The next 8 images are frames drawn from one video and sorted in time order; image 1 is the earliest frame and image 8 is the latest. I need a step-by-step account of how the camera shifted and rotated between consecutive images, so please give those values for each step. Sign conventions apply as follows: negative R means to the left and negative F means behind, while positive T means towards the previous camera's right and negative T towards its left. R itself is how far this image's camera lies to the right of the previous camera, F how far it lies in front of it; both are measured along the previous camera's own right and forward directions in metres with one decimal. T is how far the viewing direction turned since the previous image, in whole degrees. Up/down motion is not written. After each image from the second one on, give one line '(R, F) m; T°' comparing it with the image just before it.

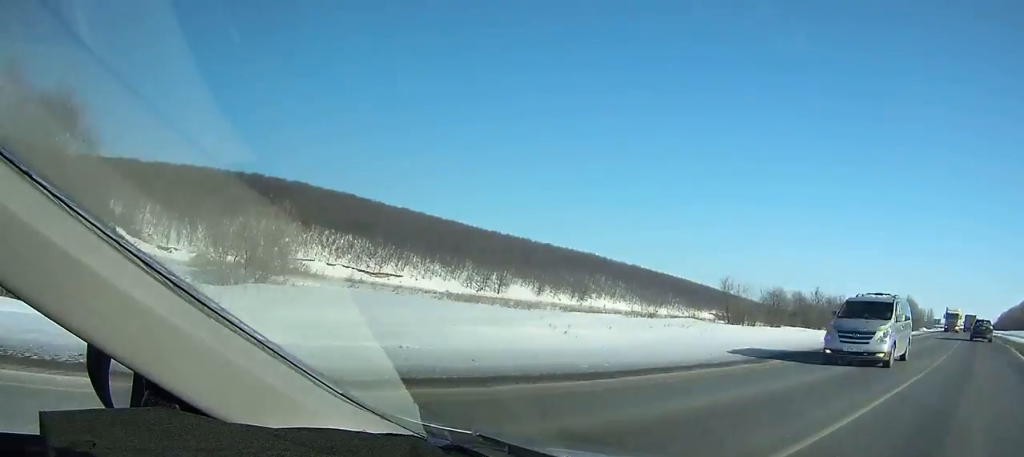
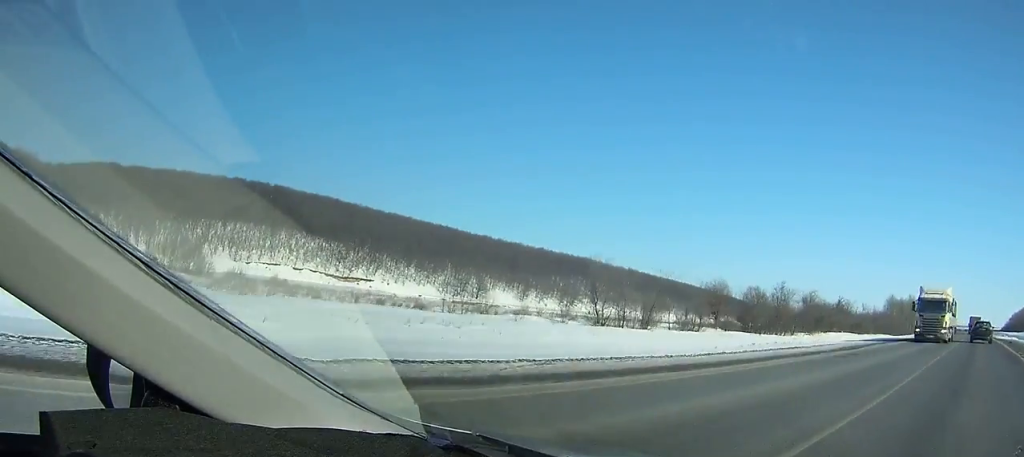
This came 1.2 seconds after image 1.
(-1.7, +29.2) m; -2°
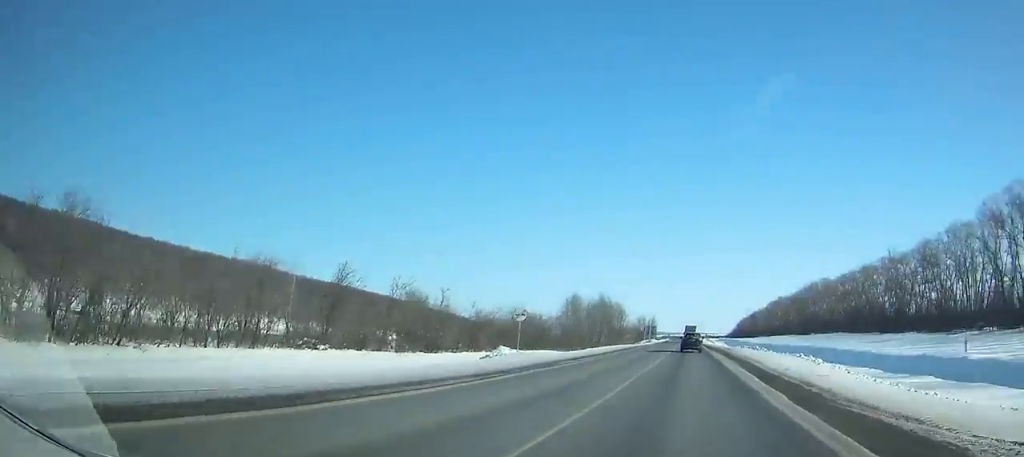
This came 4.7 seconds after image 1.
(-3.5, +85.5) m; -3°
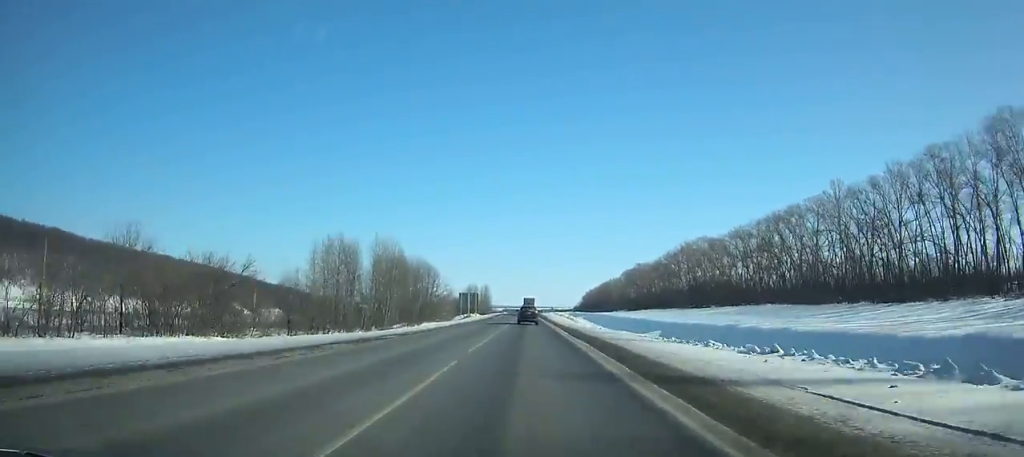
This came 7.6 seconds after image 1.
(-0.4, +71.8) m; 0°
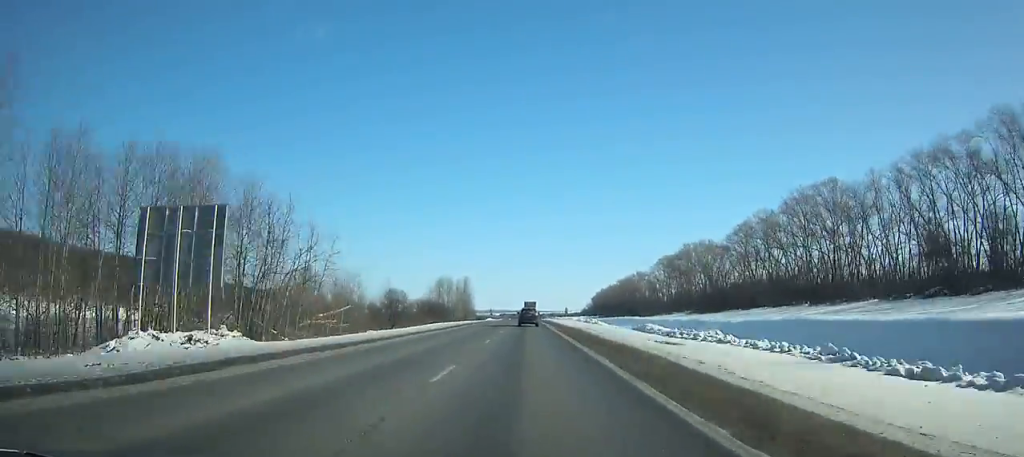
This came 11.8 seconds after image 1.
(-0.1, +106.2) m; 0°
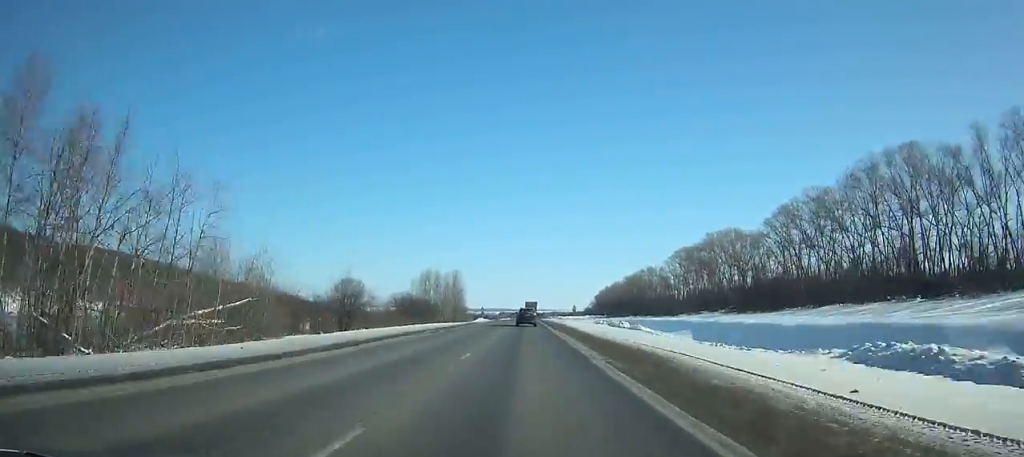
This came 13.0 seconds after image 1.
(-0.1, +31.1) m; 0°
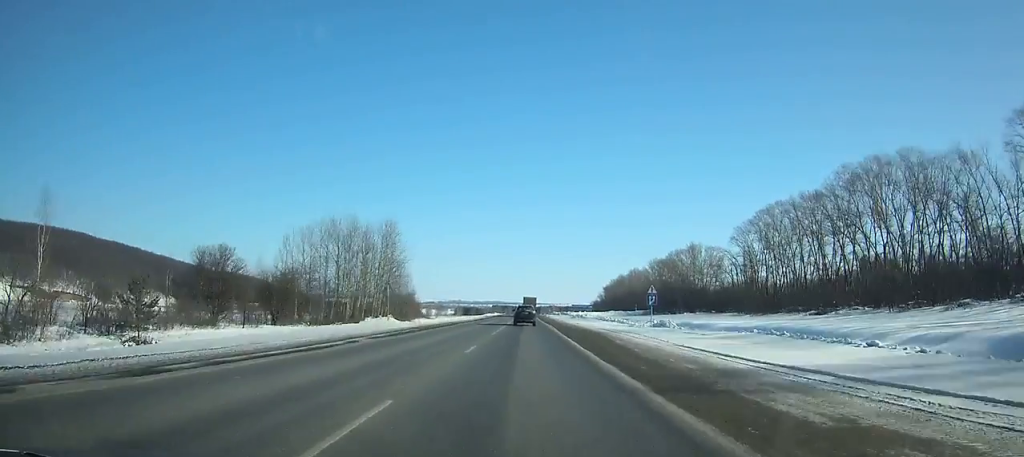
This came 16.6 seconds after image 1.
(-0.1, +93.3) m; 0°
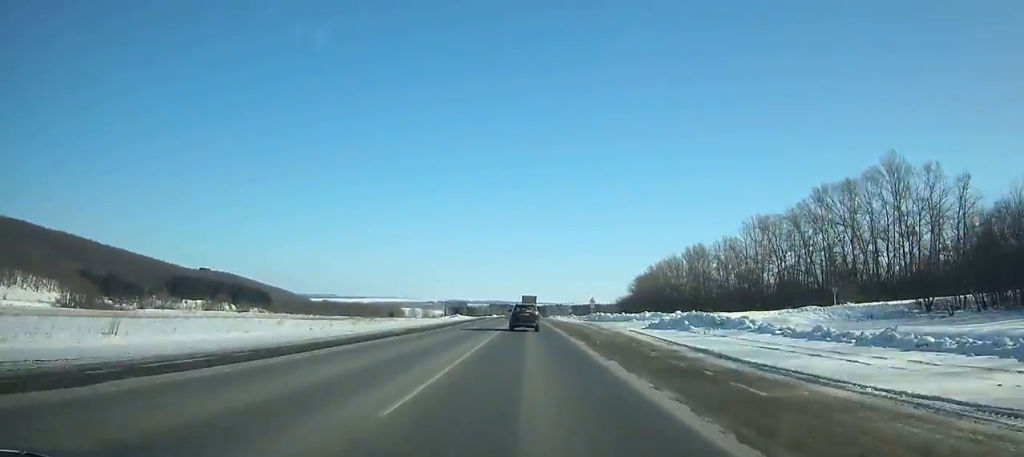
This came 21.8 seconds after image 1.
(-0.1, +132.5) m; 0°
